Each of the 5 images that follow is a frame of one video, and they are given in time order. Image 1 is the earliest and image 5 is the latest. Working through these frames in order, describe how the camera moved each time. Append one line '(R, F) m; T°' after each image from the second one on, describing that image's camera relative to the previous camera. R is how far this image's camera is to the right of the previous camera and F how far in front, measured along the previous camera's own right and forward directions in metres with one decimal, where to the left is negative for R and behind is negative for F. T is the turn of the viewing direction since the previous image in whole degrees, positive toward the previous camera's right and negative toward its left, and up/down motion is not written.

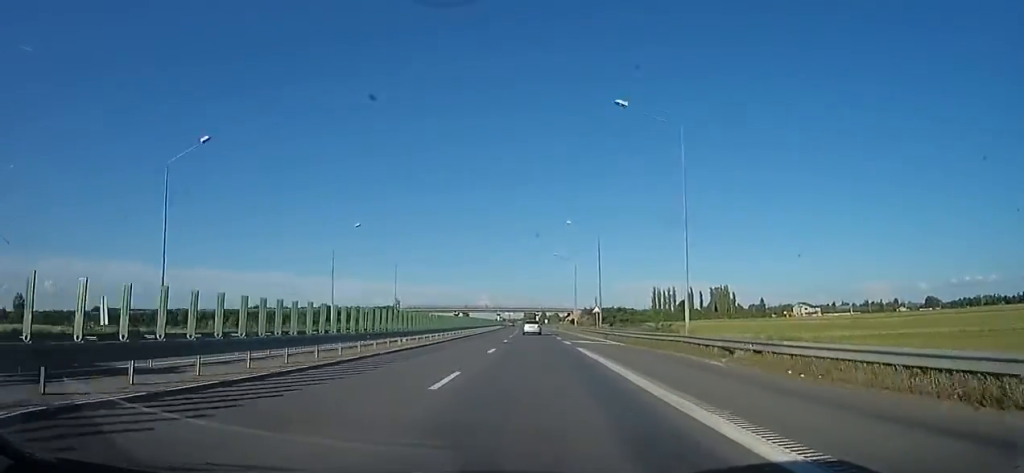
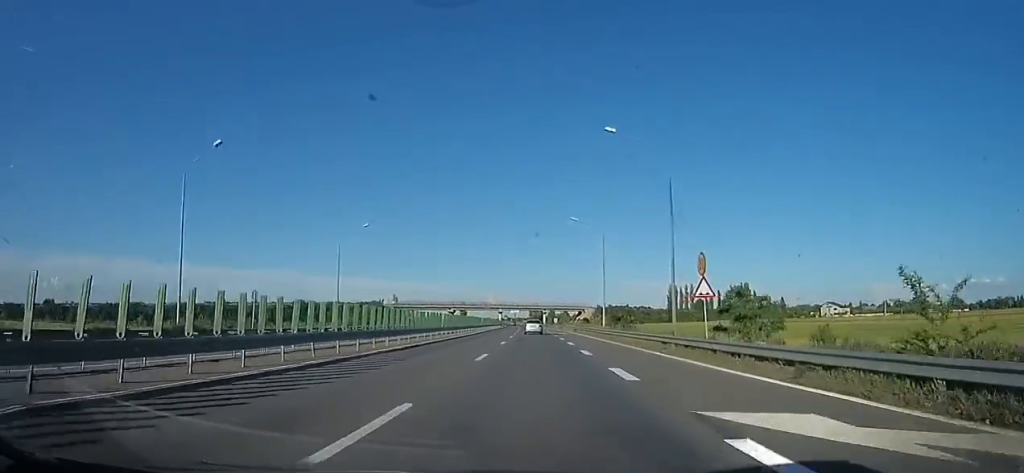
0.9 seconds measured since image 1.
(0.0, +28.5) m; 0°
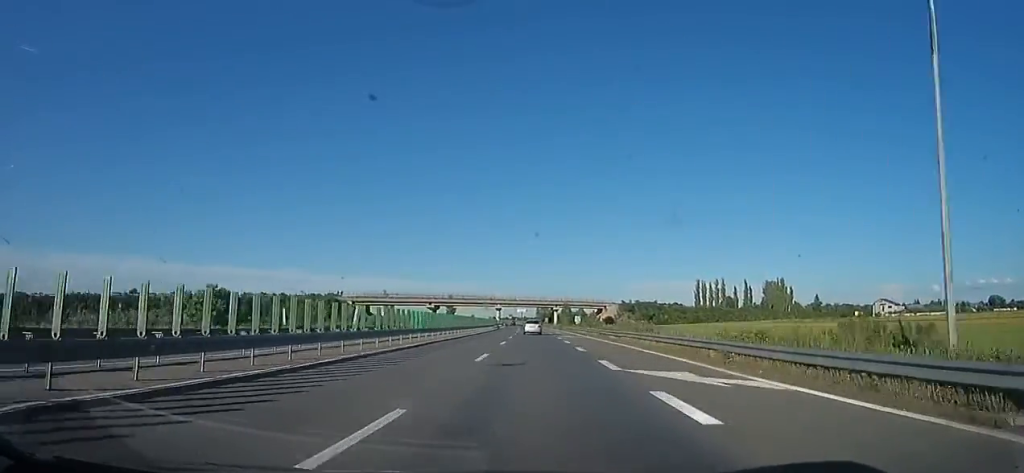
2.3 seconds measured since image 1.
(0.0, +47.9) m; 0°
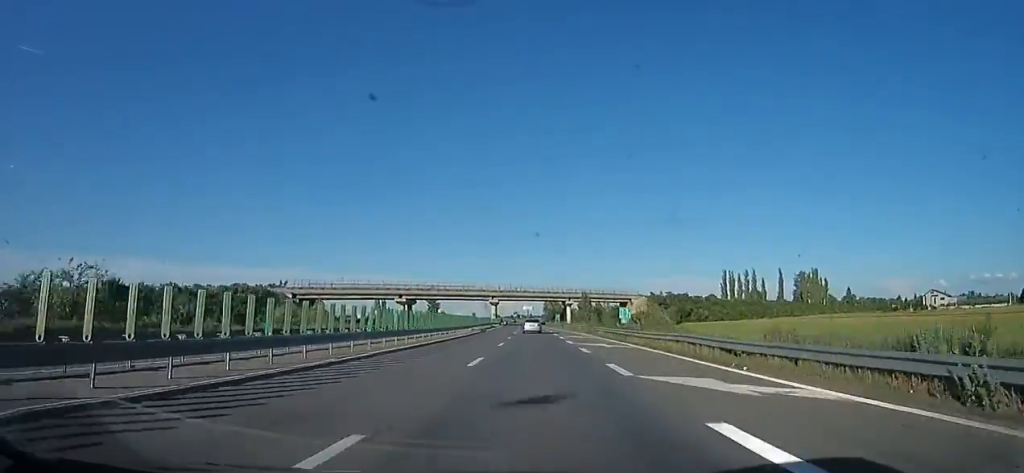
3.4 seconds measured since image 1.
(-0.1, +37.0) m; 0°
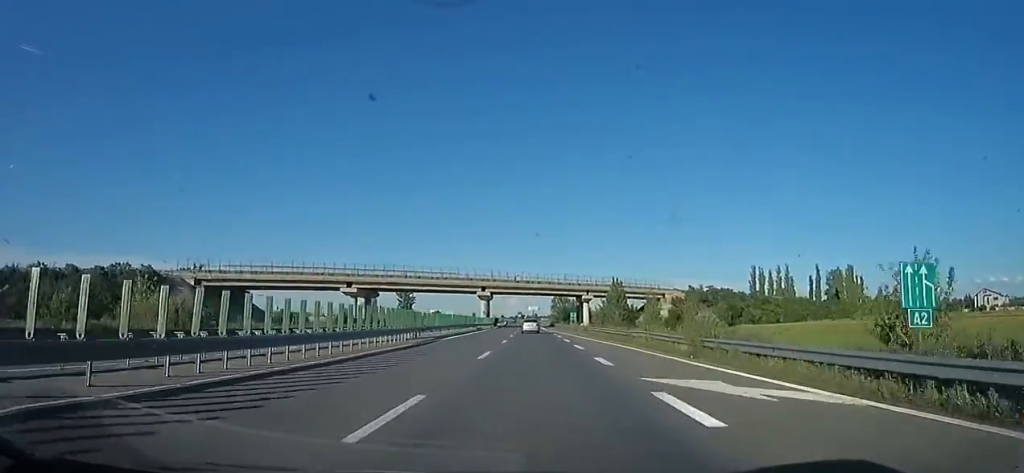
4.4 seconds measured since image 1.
(0.0, +31.8) m; -1°
